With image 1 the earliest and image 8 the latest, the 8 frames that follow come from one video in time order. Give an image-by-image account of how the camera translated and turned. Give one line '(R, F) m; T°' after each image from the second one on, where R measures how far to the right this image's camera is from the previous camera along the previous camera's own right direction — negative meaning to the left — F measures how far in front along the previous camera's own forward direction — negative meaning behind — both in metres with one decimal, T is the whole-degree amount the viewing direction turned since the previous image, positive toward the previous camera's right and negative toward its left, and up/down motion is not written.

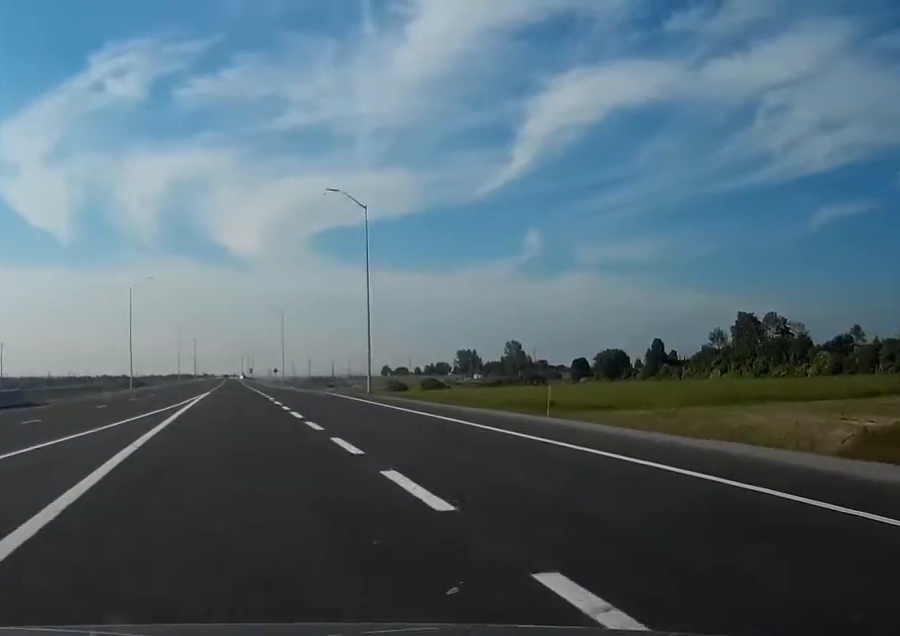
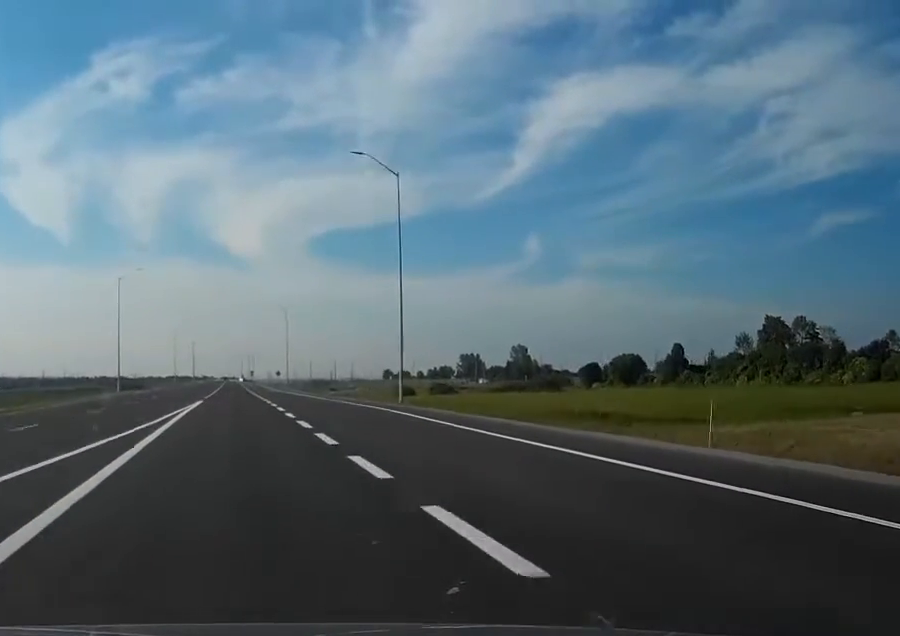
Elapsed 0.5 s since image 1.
(0.0, +14.5) m; 0°
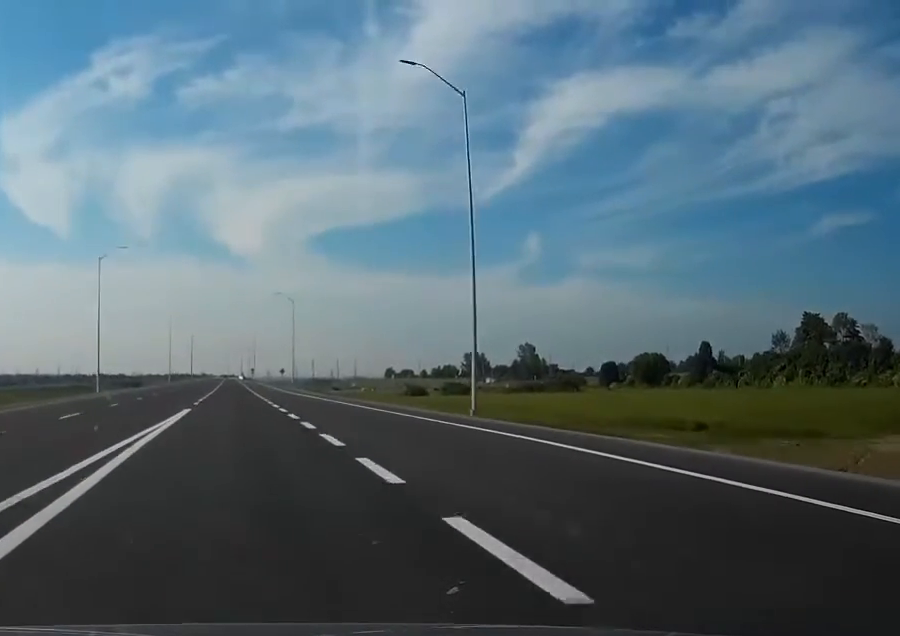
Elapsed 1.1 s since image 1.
(0.0, +18.7) m; 0°
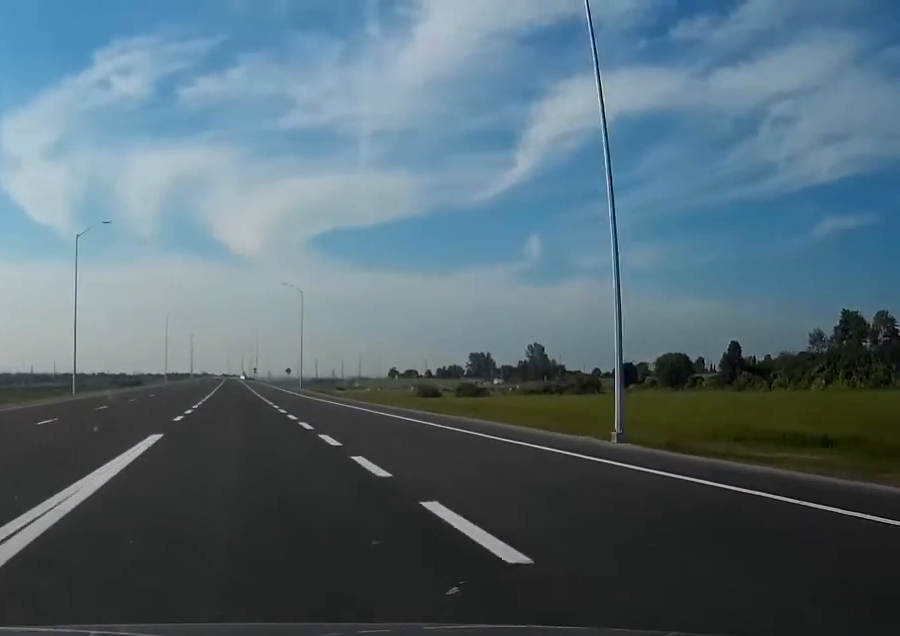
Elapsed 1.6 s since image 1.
(0.0, +16.6) m; 0°
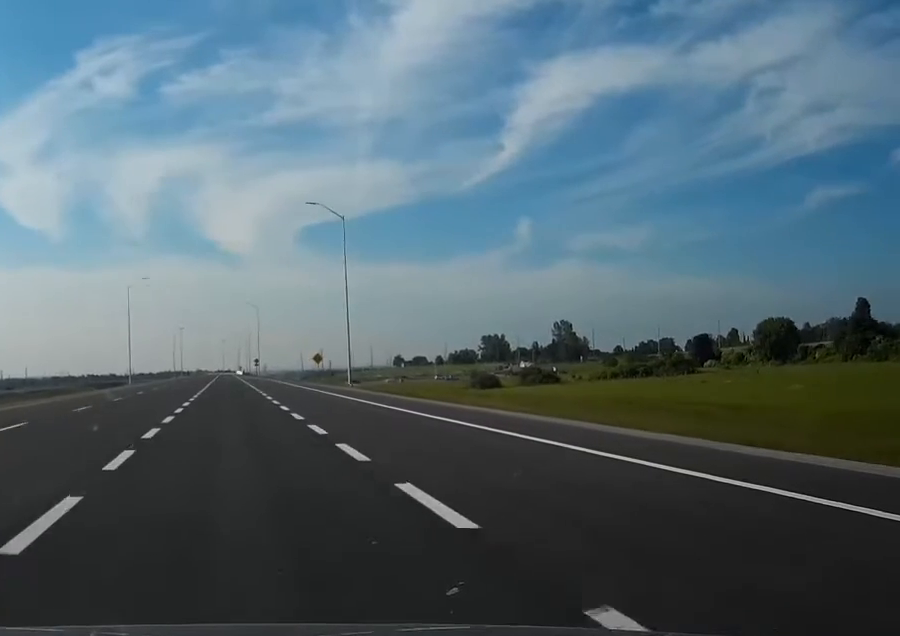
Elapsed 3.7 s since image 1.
(0.0, +64.4) m; 0°
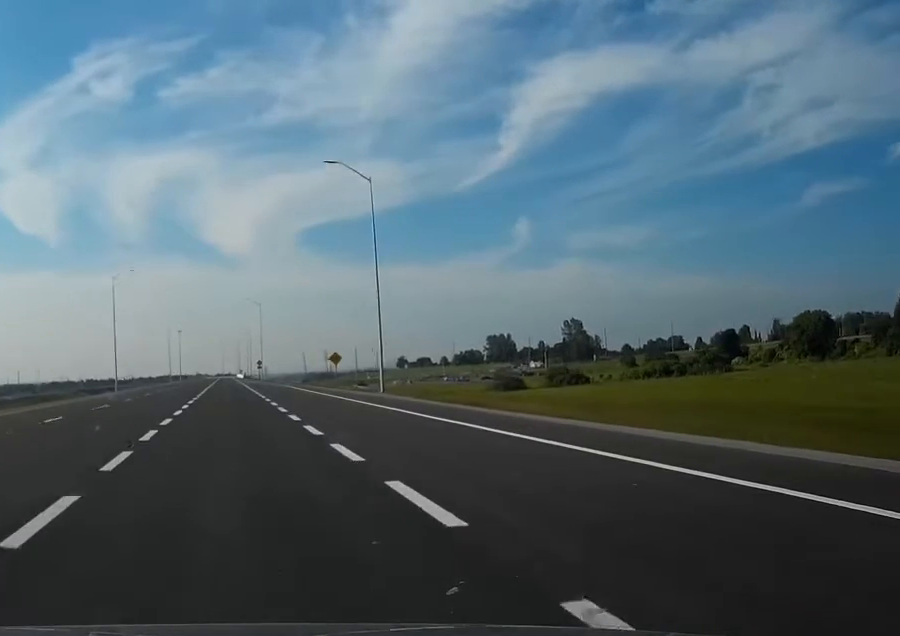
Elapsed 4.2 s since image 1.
(0.0, +17.7) m; 0°
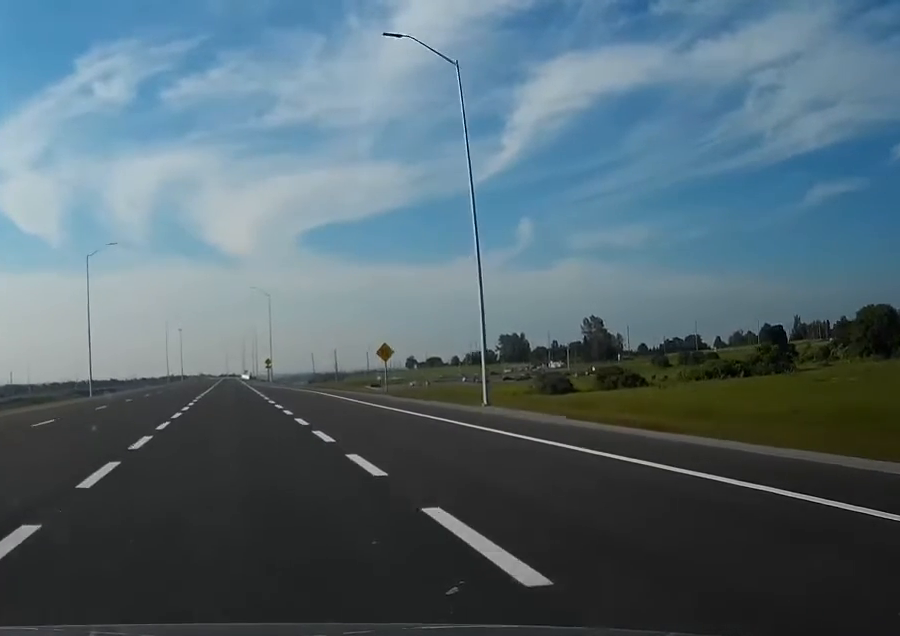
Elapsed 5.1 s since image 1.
(0.0, +26.0) m; 0°
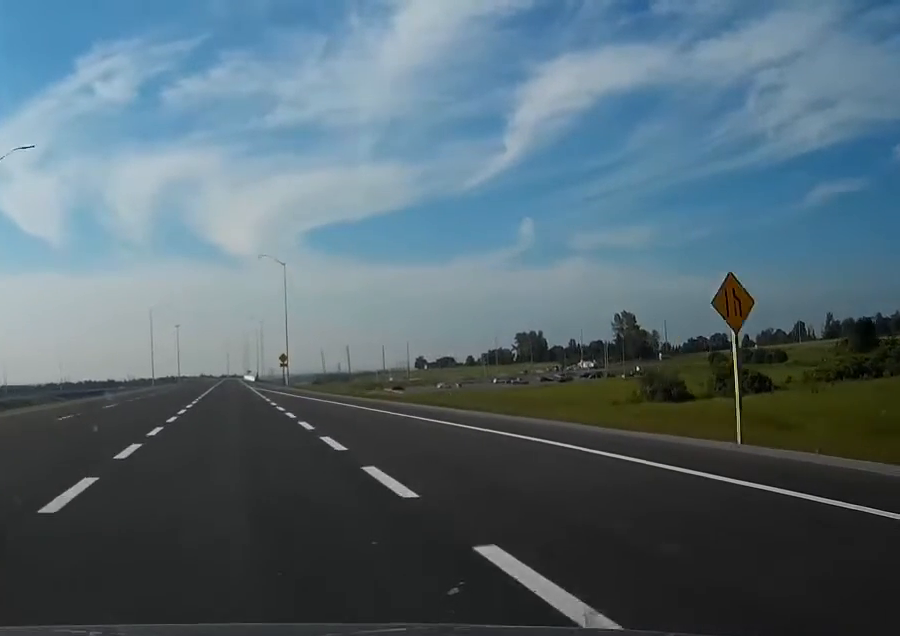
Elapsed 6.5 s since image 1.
(-0.2, +43.8) m; 0°
